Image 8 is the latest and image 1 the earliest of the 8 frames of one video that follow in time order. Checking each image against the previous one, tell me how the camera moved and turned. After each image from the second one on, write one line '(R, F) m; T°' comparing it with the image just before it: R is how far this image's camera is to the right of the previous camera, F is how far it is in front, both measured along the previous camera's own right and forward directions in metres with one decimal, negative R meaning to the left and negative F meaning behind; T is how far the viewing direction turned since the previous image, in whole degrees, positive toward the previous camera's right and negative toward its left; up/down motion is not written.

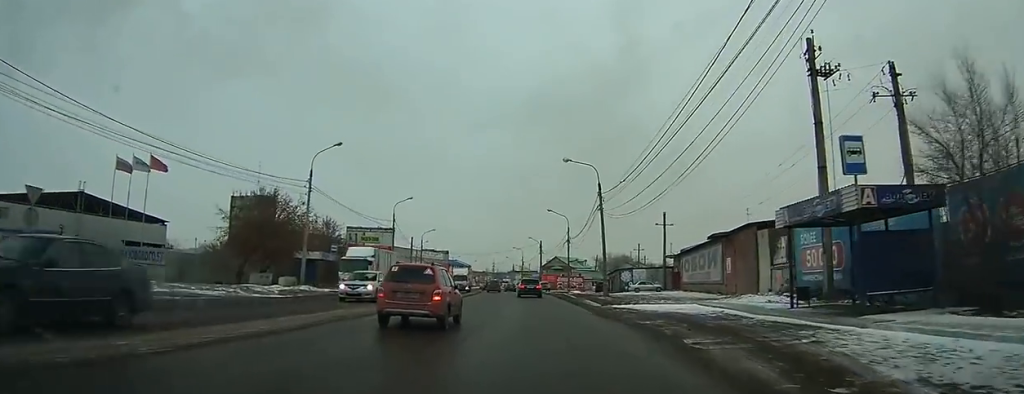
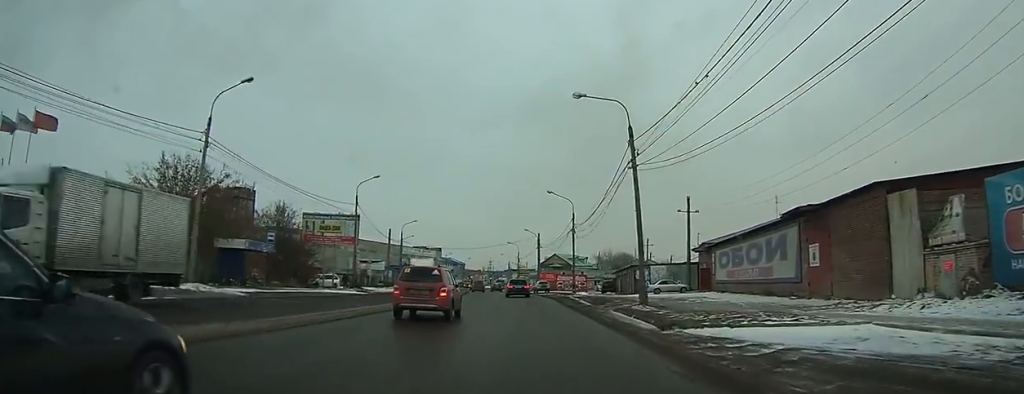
(-0.1, +13.8) m; 0°
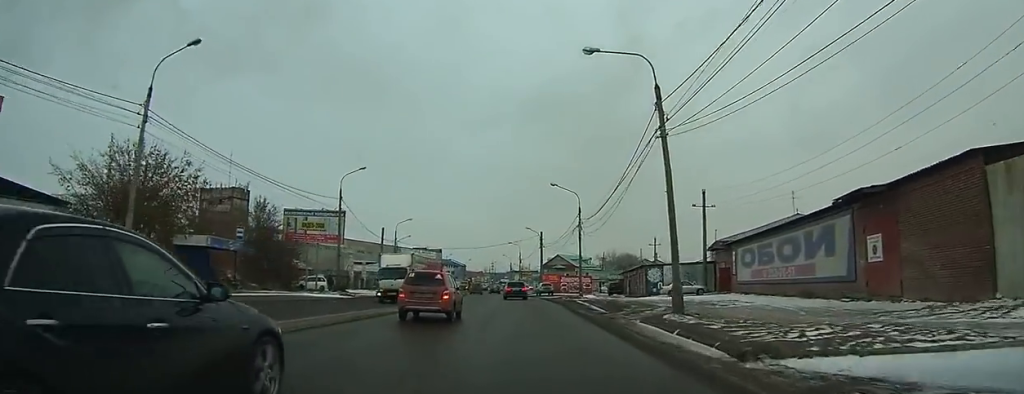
(0.0, +5.3) m; 0°
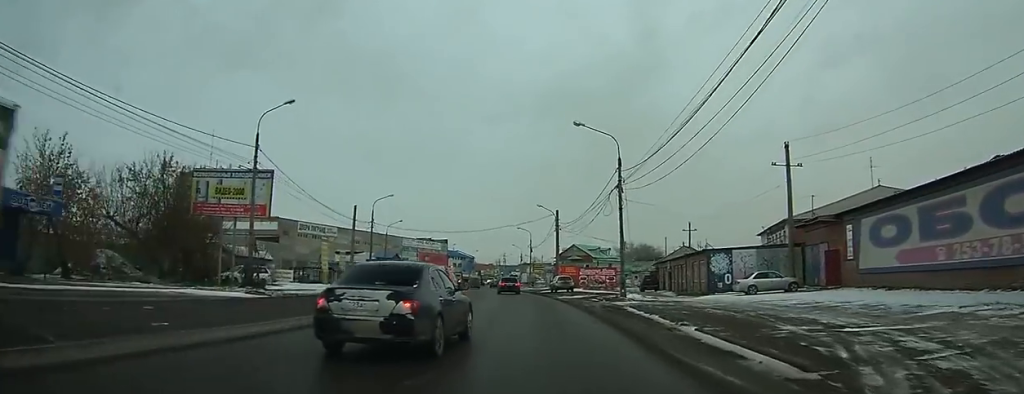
(-0.1, +18.0) m; -1°
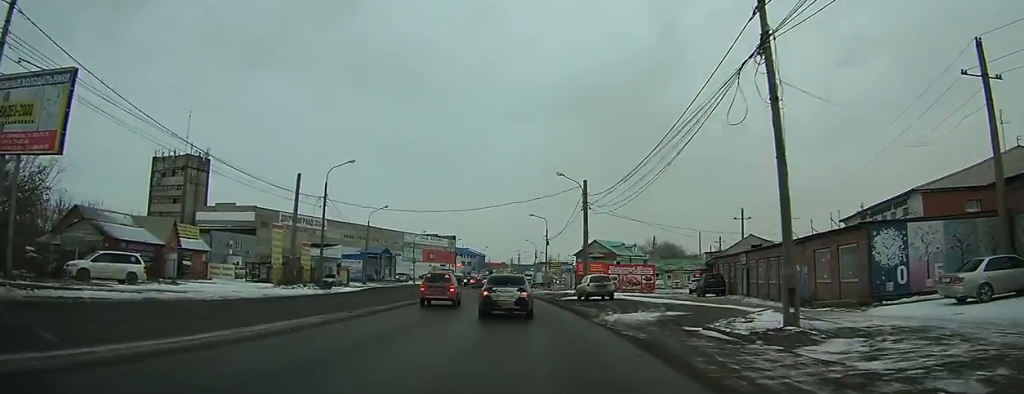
(-0.3, +20.0) m; -2°
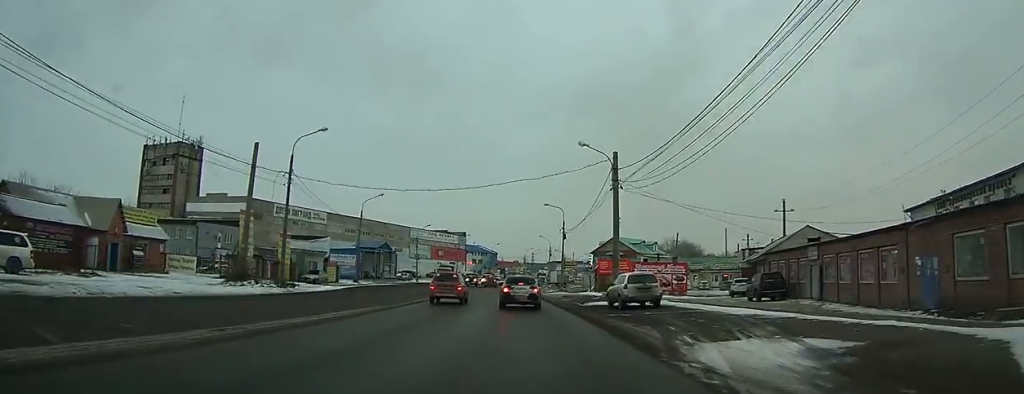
(0.0, +10.0) m; -1°
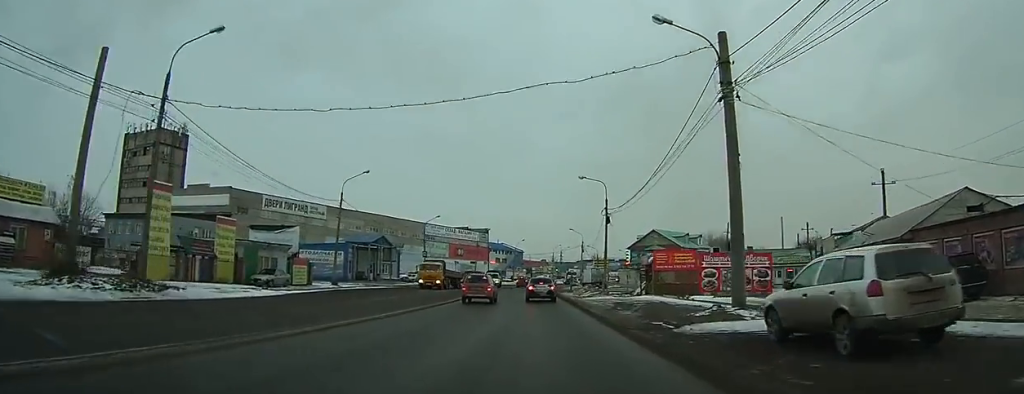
(-0.1, +17.3) m; 0°
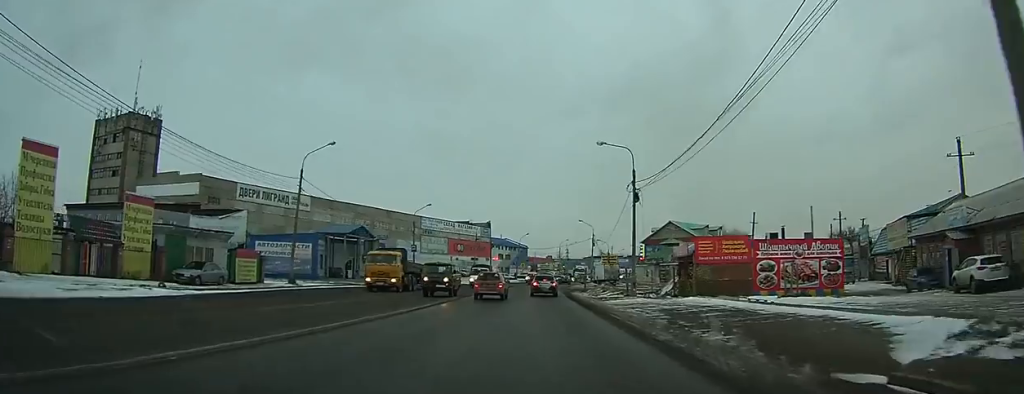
(0.0, +11.2) m; 0°
